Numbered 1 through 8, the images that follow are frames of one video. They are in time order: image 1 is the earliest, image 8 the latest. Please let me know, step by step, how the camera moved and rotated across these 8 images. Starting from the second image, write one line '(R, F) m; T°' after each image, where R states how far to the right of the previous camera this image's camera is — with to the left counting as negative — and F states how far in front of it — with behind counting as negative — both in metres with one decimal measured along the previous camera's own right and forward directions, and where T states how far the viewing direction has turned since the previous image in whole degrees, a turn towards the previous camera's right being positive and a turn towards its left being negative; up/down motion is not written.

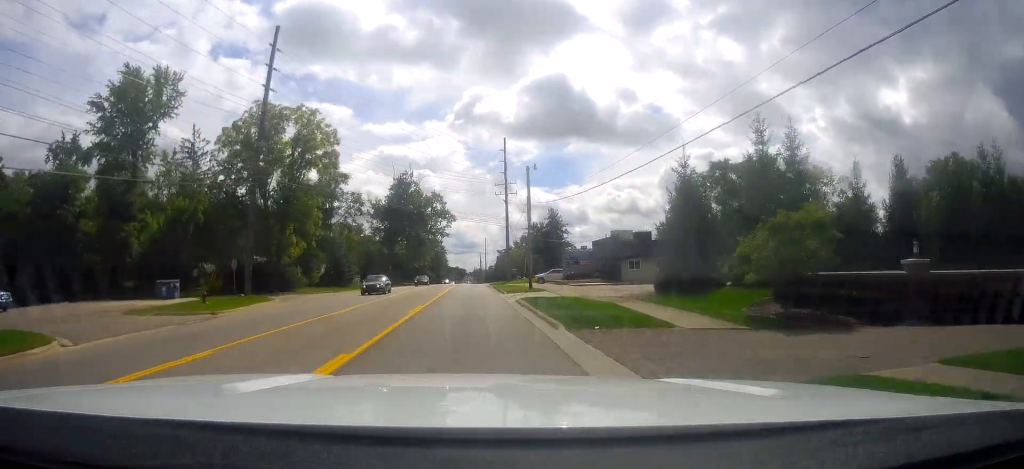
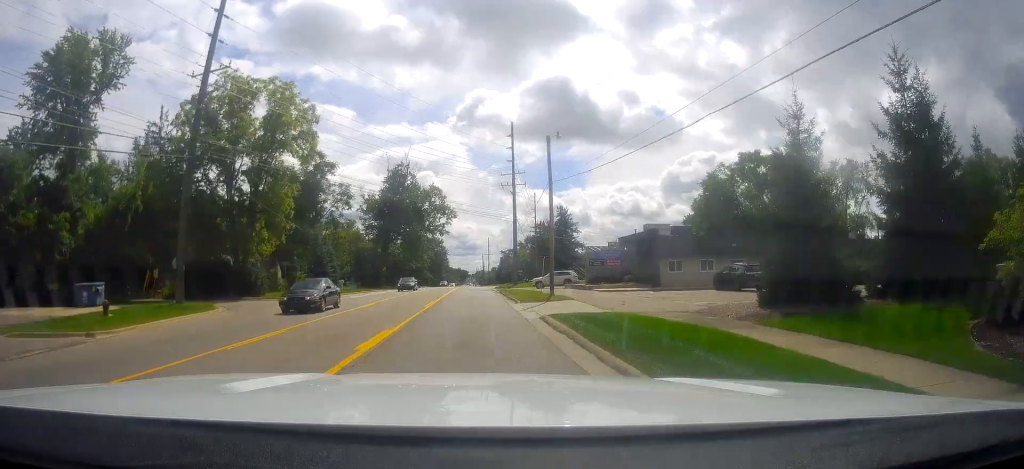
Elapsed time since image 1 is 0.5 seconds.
(-0.2, +10.5) m; -1°
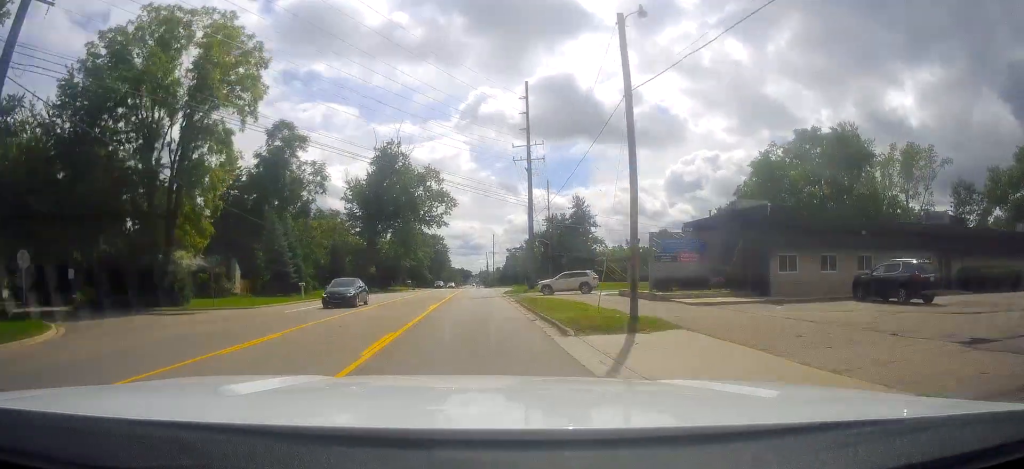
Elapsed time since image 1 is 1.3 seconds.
(-0.2, +15.9) m; -1°
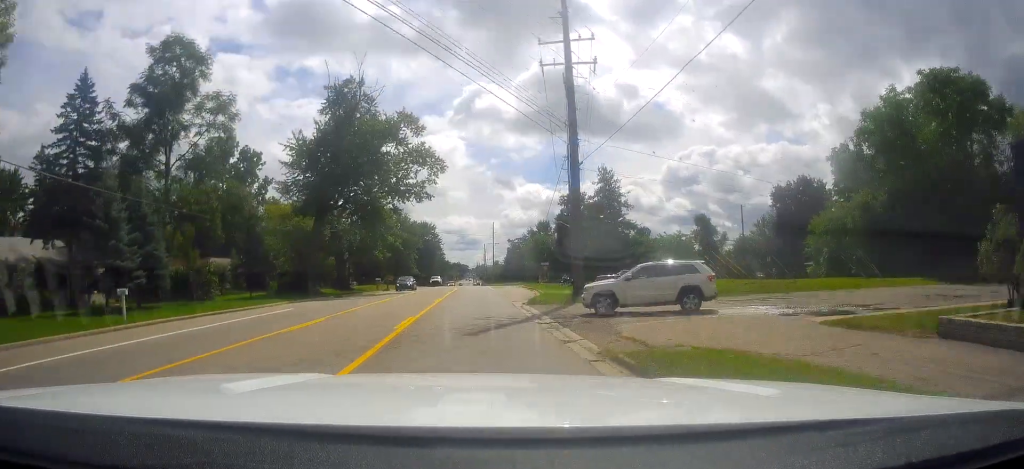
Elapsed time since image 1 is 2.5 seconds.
(+0.2, +25.6) m; +1°
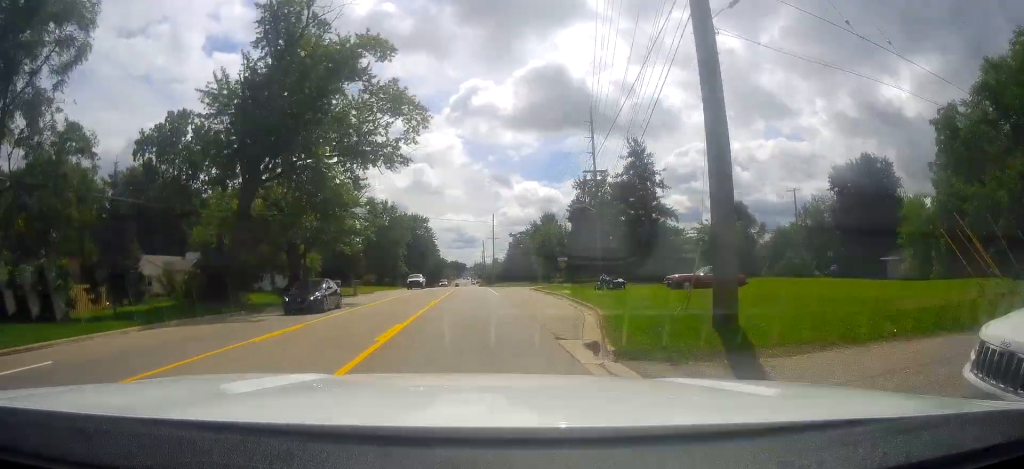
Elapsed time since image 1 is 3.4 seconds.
(0.0, +17.9) m; 0°
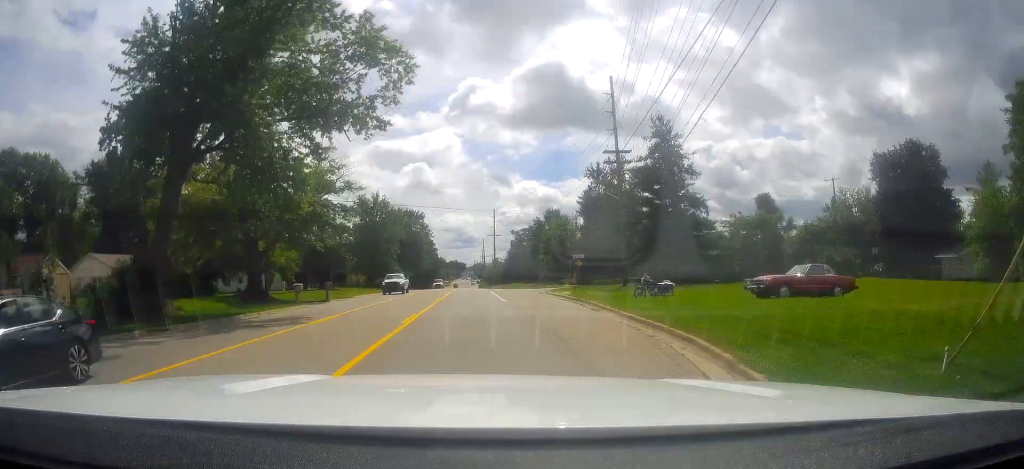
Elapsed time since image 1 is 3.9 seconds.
(-0.4, +10.0) m; 0°
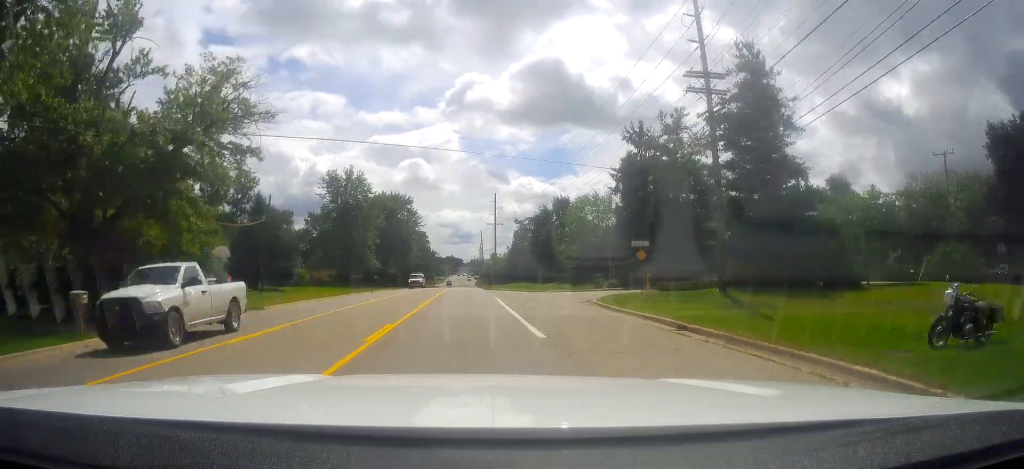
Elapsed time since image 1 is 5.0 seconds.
(+0.8, +21.0) m; +2°
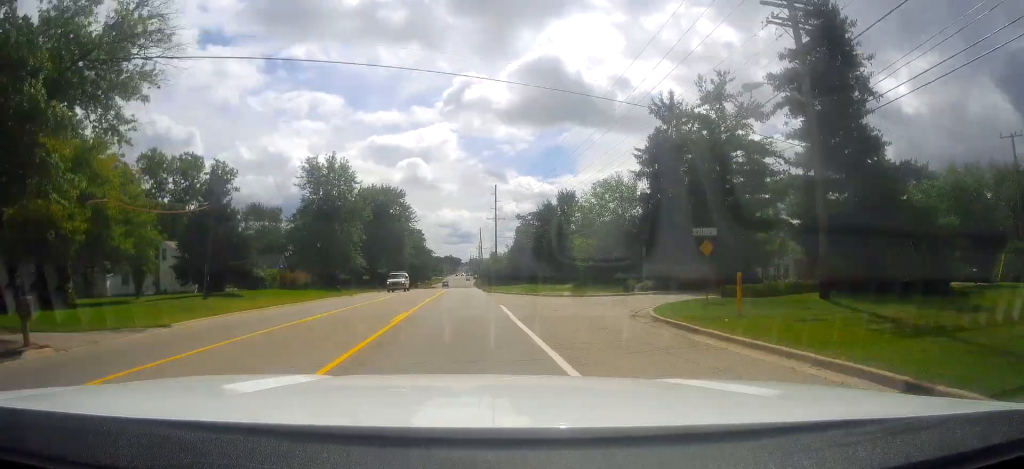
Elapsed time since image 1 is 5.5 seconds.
(0.0, +9.7) m; 0°
